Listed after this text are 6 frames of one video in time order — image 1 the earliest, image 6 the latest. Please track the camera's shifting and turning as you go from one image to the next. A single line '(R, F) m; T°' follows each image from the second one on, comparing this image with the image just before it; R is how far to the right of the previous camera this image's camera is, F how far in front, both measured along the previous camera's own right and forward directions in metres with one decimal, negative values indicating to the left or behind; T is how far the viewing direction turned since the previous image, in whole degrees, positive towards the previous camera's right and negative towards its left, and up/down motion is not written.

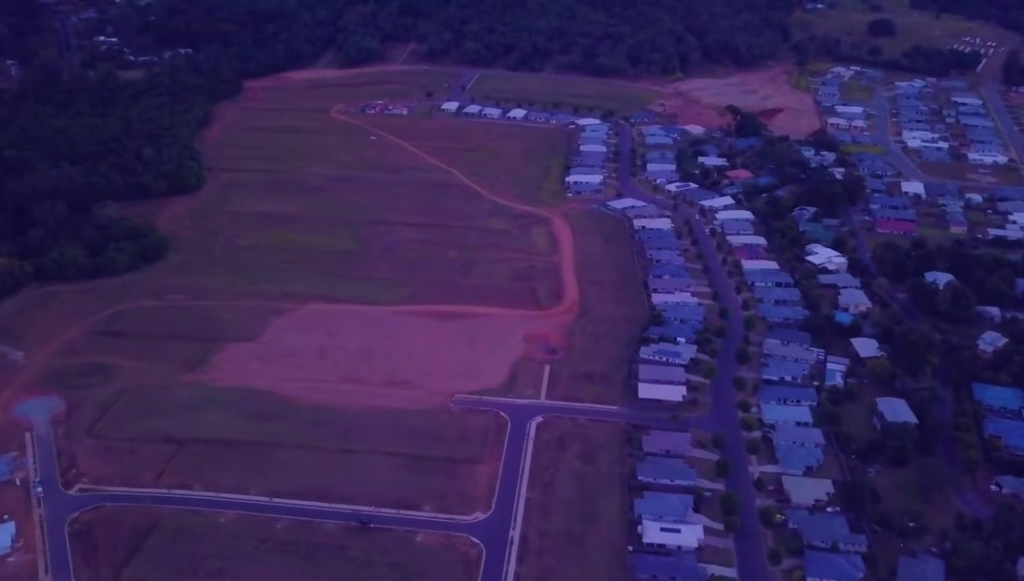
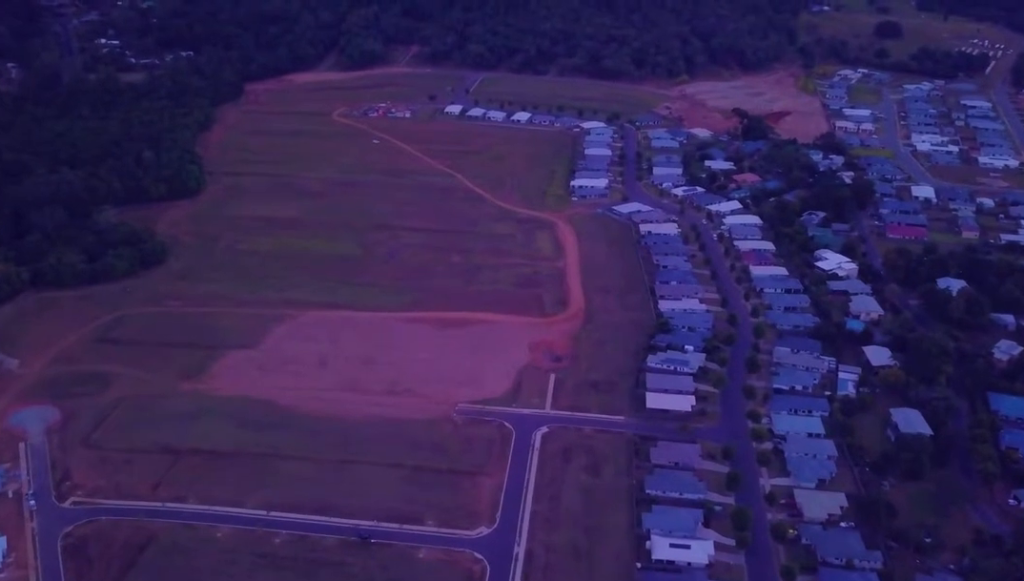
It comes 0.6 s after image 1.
(0.0, +7.7) m; 0°
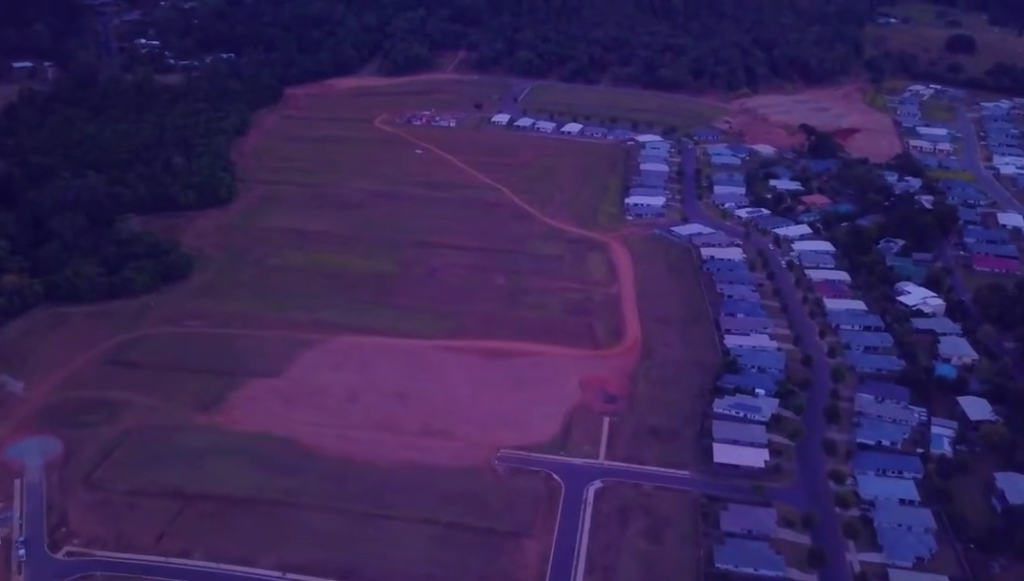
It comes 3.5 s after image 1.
(0.0, +34.1) m; 0°
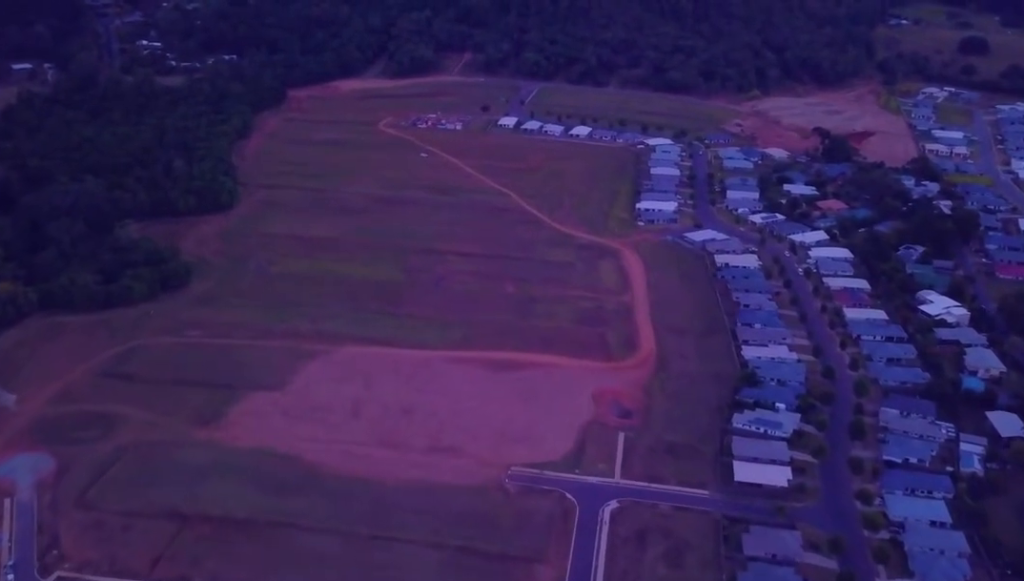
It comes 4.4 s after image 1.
(0.0, +11.9) m; 0°
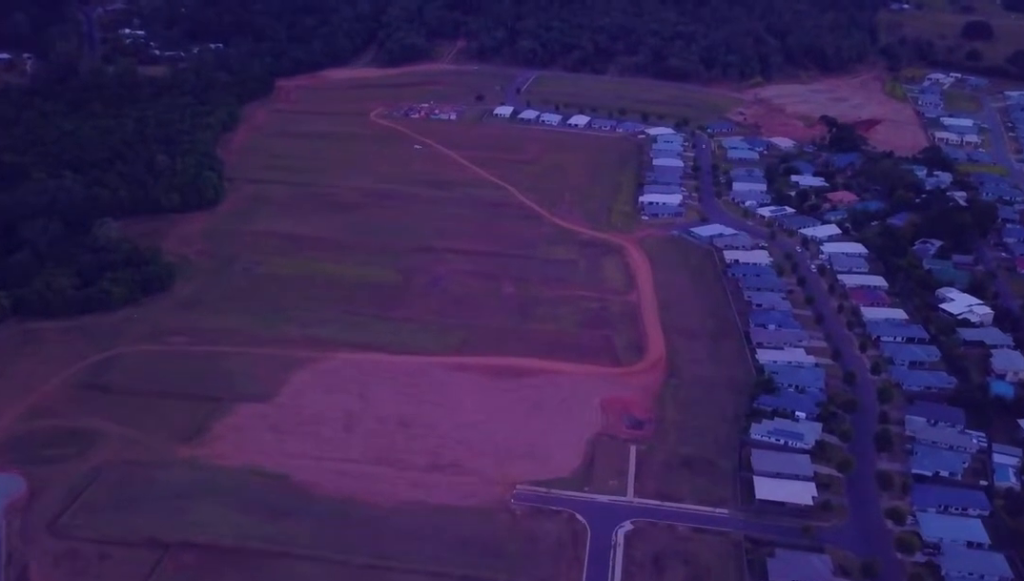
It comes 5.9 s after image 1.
(0.0, +19.5) m; 0°
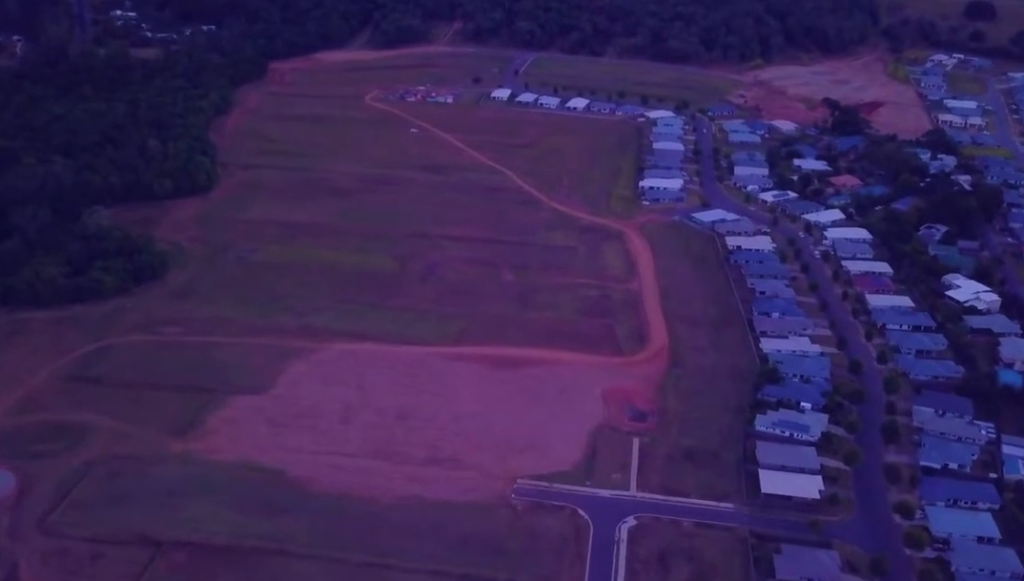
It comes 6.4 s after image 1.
(0.0, +6.5) m; 0°
